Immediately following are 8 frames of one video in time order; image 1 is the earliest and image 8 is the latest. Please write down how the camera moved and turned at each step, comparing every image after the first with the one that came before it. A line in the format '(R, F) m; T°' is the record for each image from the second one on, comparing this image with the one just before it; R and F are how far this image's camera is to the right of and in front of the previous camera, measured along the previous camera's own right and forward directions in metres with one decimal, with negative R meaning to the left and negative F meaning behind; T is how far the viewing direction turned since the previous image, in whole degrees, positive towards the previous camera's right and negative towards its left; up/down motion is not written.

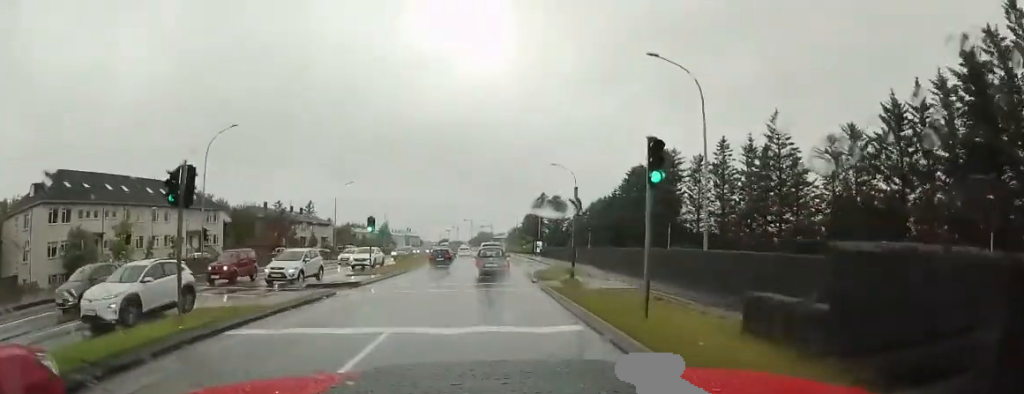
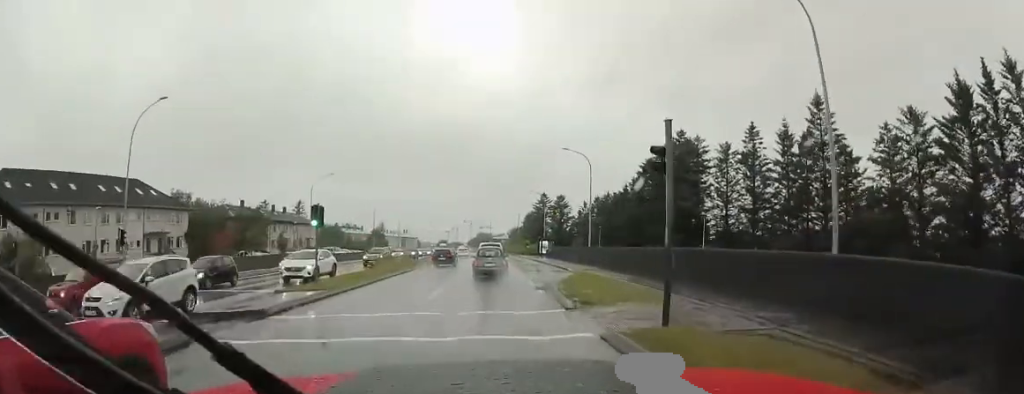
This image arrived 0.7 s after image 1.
(+0.2, +8.4) m; +1°
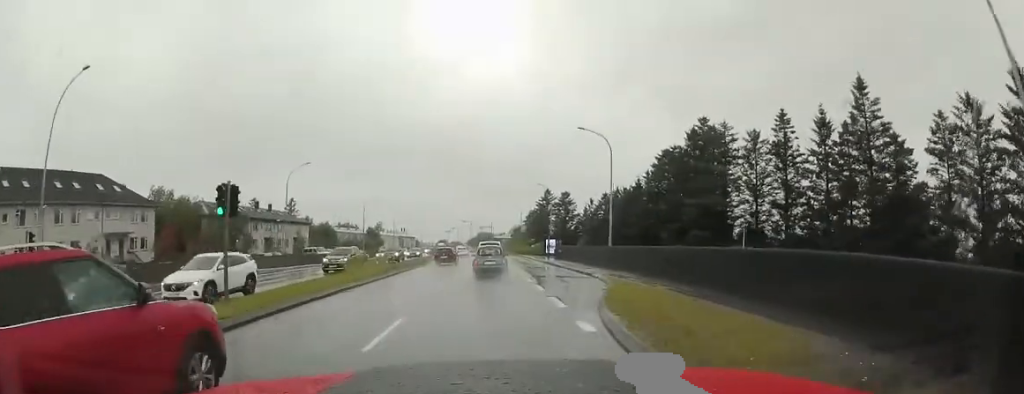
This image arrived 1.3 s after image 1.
(0.0, +6.8) m; 0°
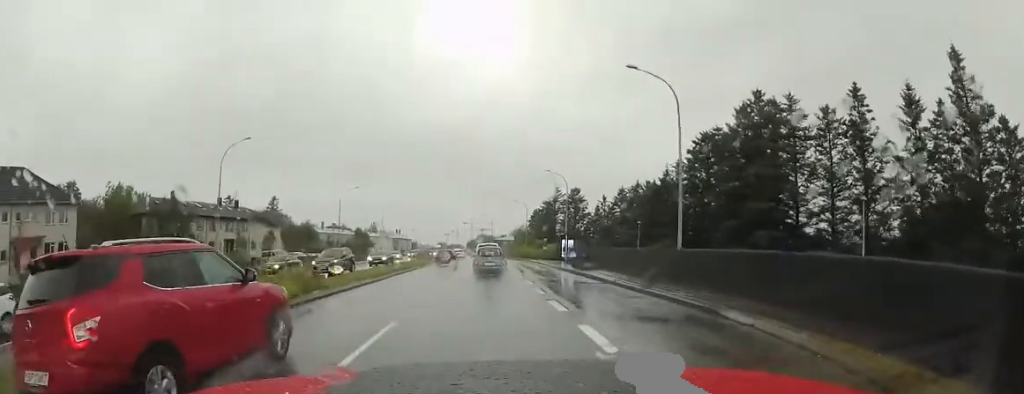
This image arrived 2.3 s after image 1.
(0.0, +12.6) m; -3°
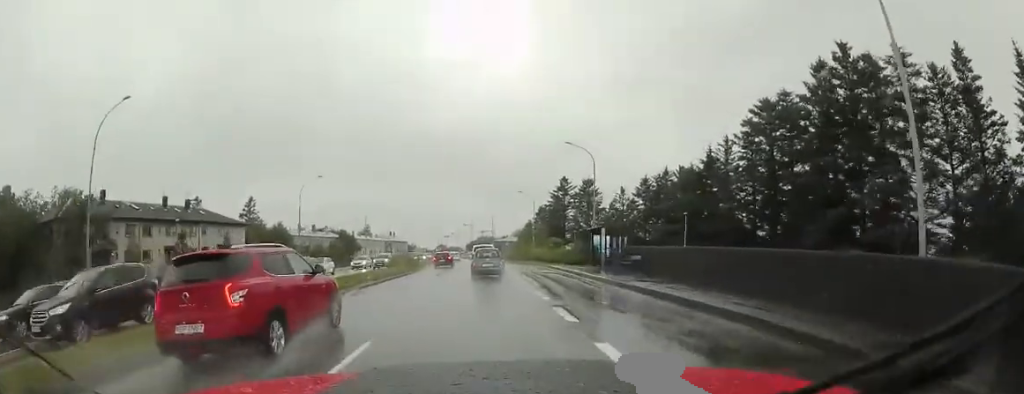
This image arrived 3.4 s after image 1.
(-0.7, +13.8) m; -3°
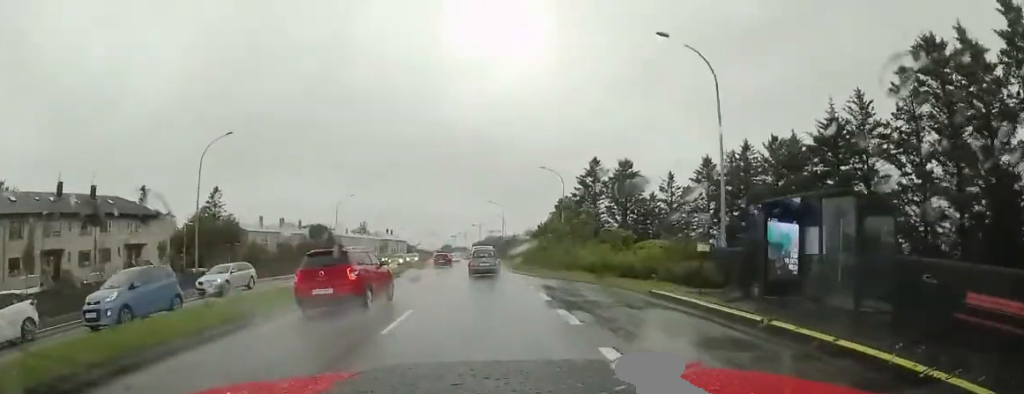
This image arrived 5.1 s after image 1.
(+0.2, +20.3) m; +3°
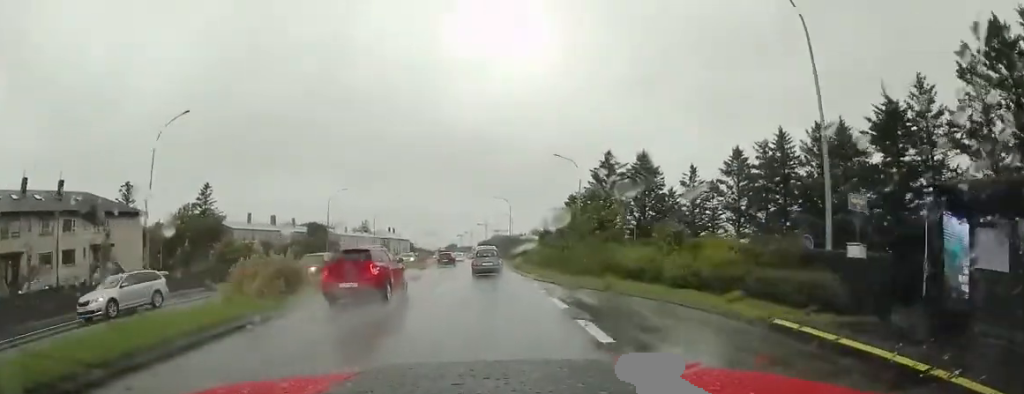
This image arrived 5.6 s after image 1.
(0.0, +5.9) m; +1°
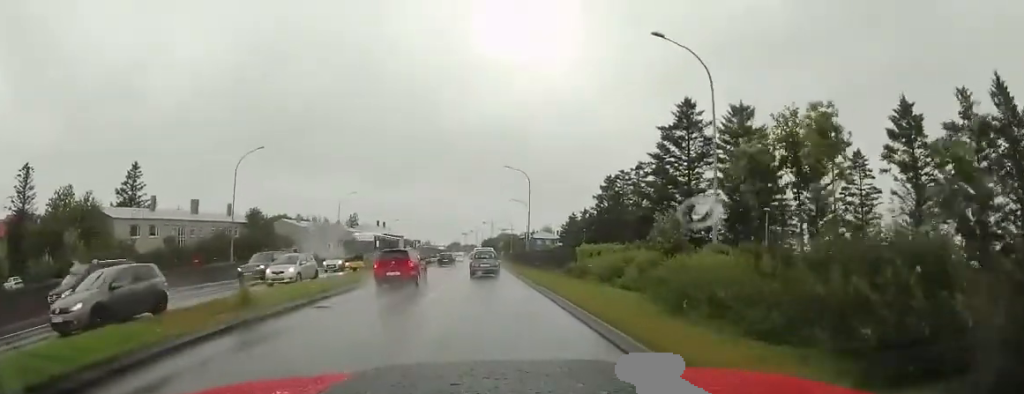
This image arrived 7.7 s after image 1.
(-0.1, +24.4) m; -1°
